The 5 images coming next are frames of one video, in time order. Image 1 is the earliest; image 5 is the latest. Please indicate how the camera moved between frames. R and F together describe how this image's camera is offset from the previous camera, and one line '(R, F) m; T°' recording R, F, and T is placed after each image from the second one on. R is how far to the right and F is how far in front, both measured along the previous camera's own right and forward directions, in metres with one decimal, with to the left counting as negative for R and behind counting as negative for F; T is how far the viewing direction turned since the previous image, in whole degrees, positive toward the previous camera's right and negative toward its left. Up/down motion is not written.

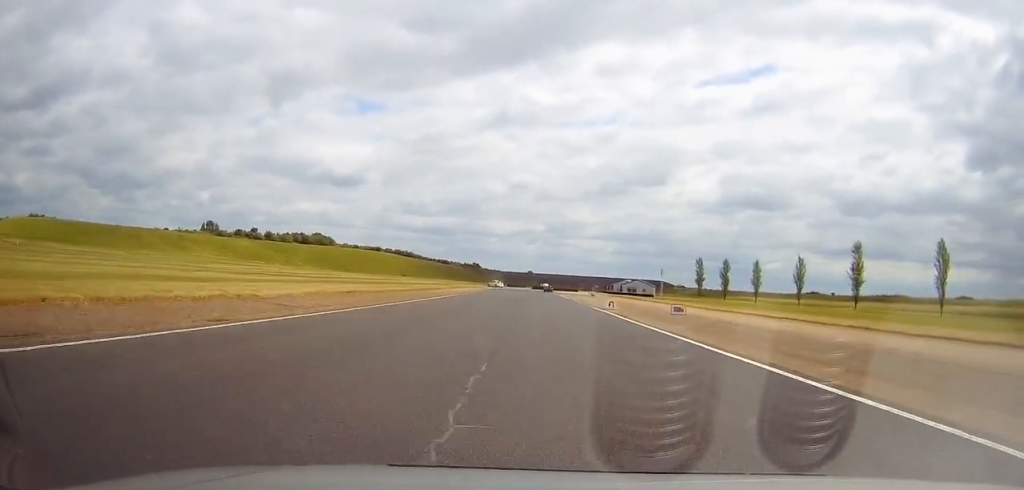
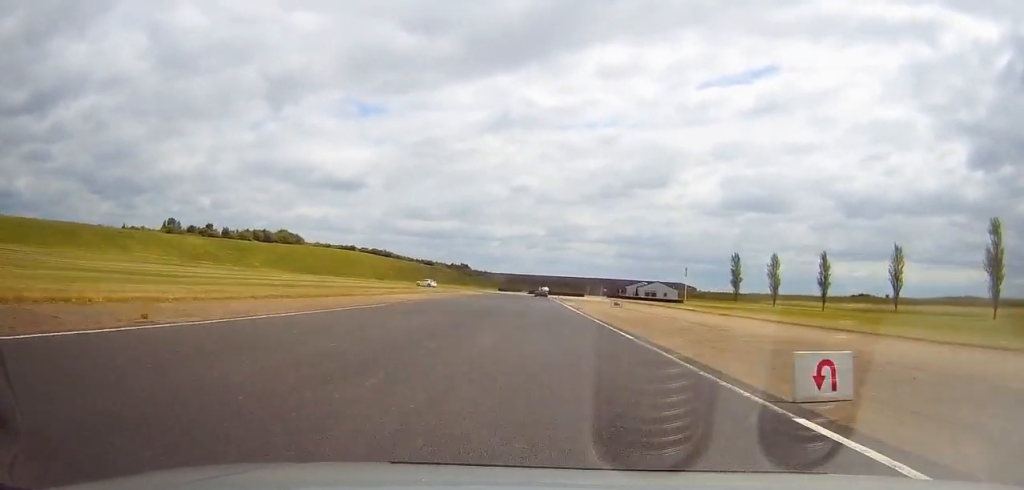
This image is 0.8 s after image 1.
(0.0, +31.7) m; 0°
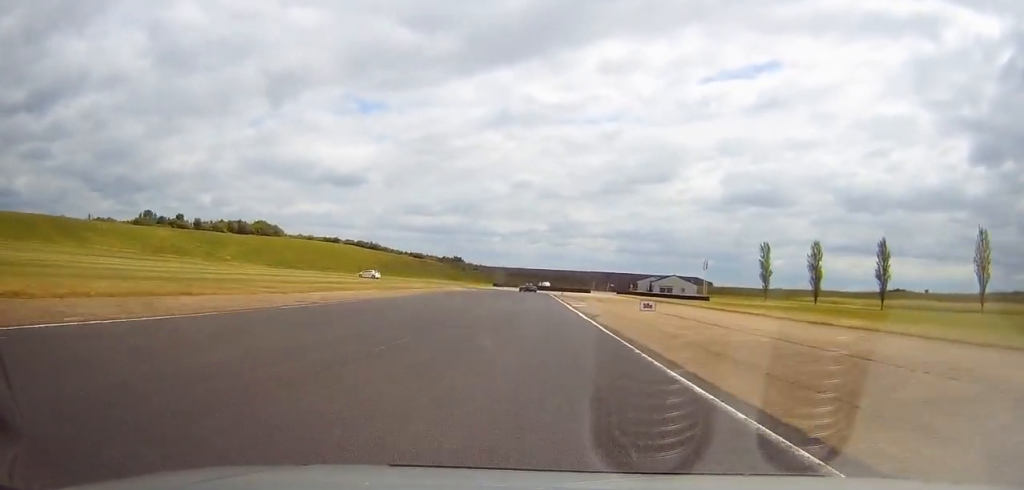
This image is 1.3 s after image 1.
(0.0, +17.3) m; 0°
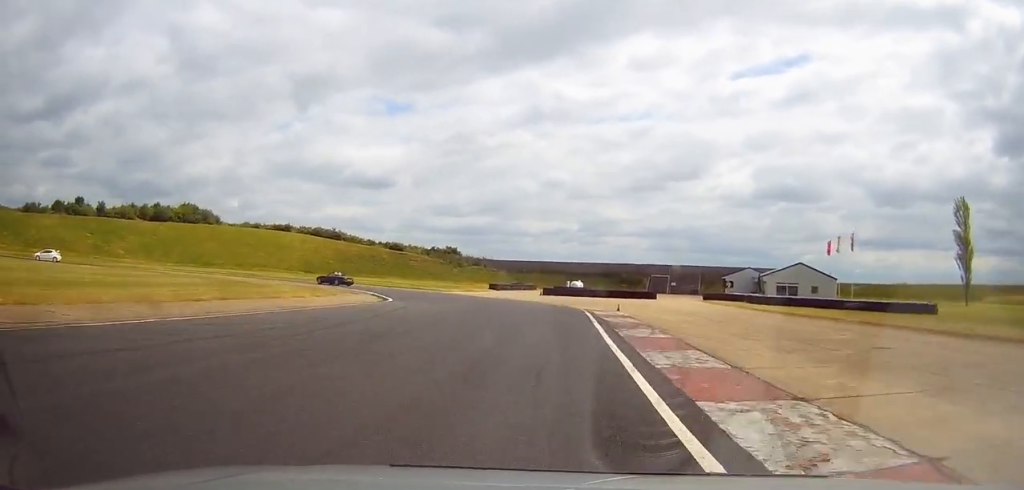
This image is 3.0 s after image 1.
(-1.1, +53.5) m; -5°
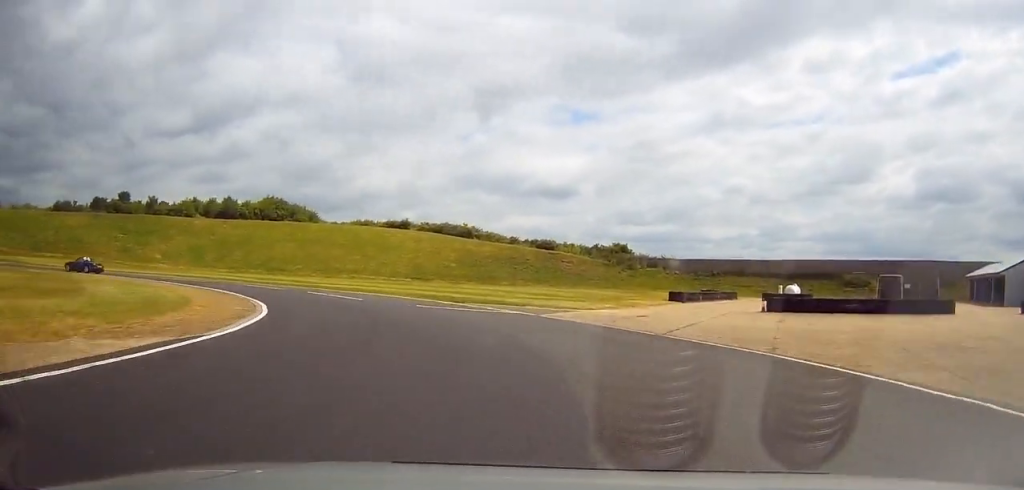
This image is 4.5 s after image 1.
(-3.4, +32.8) m; -20°
